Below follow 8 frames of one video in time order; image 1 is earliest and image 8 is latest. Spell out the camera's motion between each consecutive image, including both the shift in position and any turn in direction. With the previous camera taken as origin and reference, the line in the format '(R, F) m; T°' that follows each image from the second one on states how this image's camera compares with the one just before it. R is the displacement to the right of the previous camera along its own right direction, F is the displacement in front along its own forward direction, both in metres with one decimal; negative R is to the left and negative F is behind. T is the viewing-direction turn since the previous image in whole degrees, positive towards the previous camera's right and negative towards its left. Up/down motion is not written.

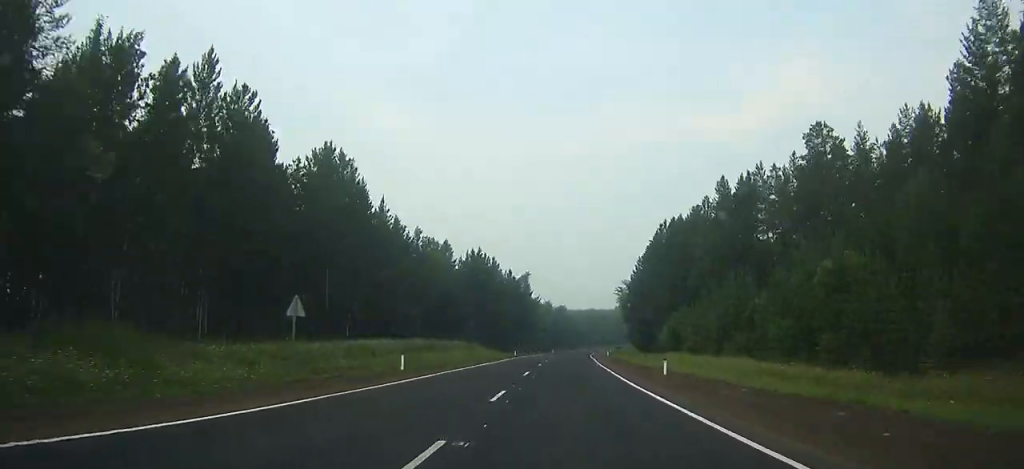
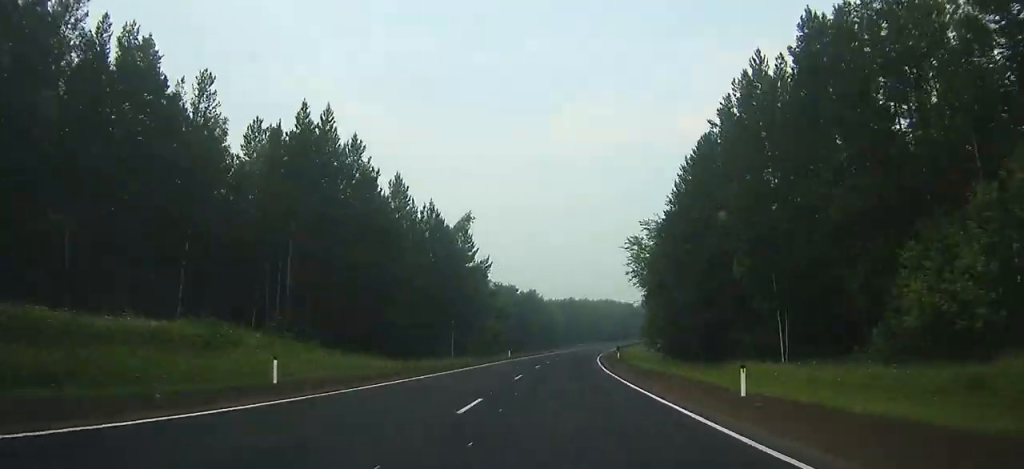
(+1.2, +64.1) m; +3°
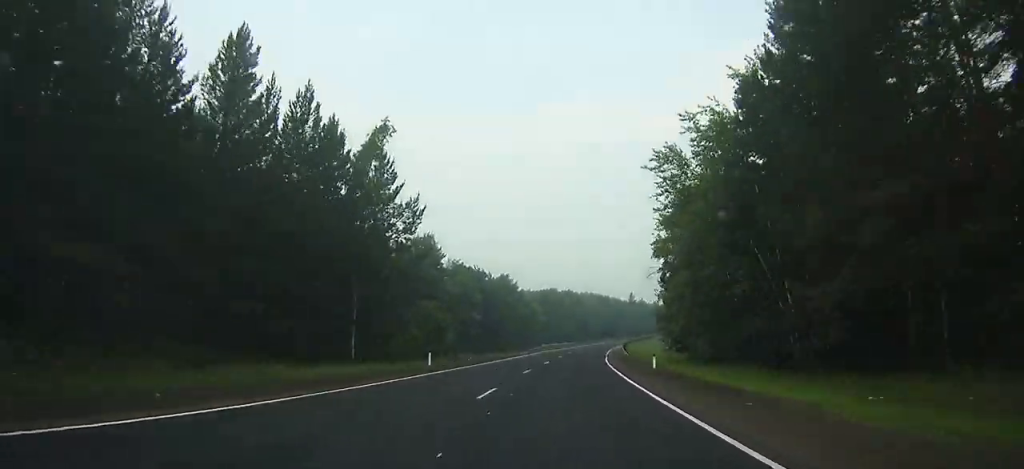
(-0.5, +33.2) m; +2°
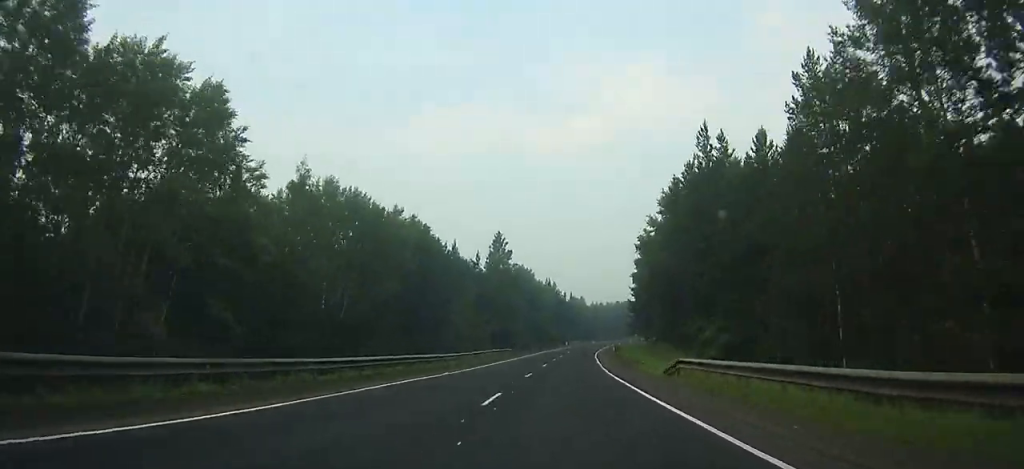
(+23.6, +194.4) m; +12°
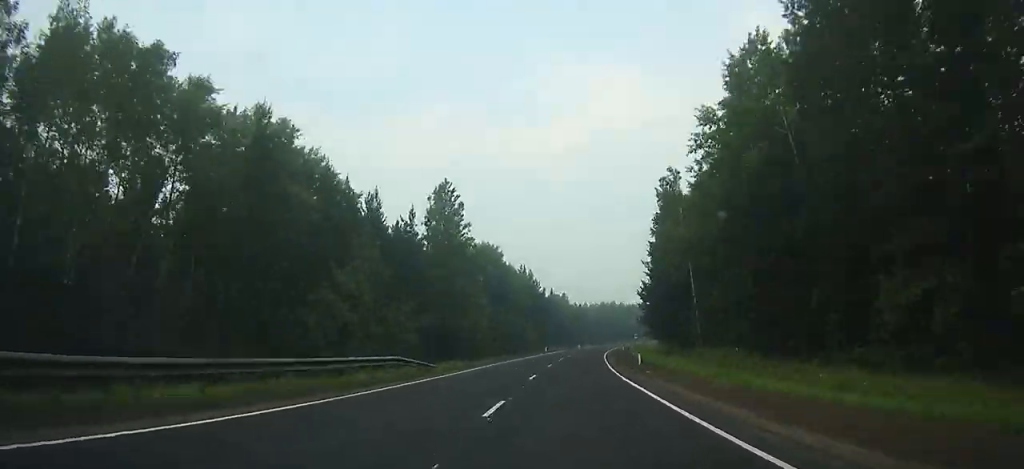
(+0.2, +37.4) m; +2°
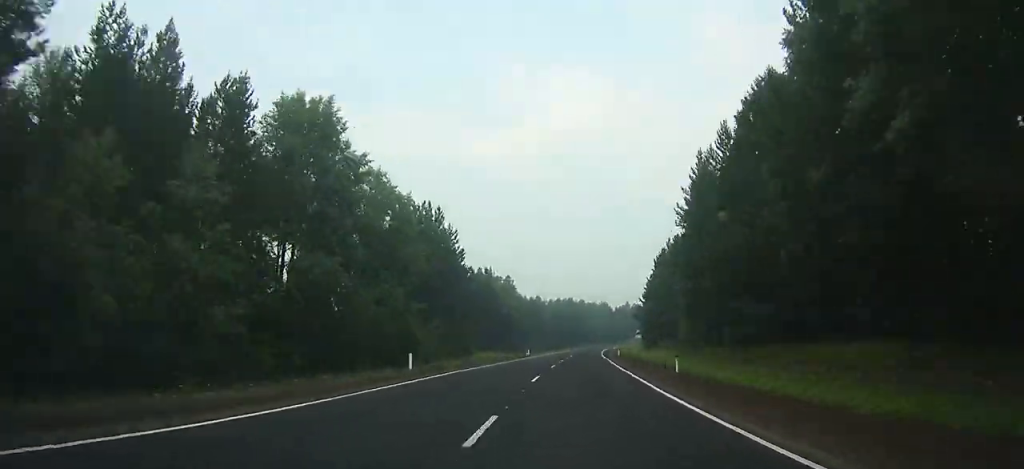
(+2.4, +62.7) m; +4°
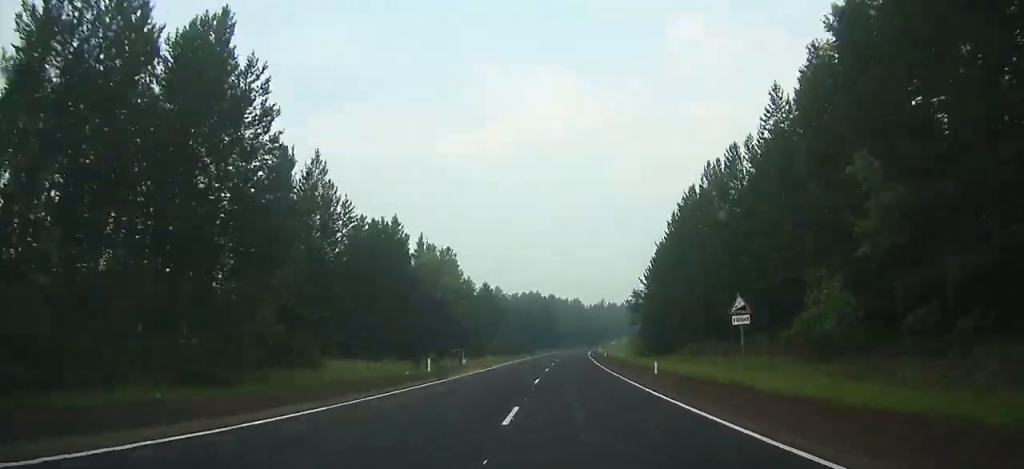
(+0.5, +45.5) m; +3°
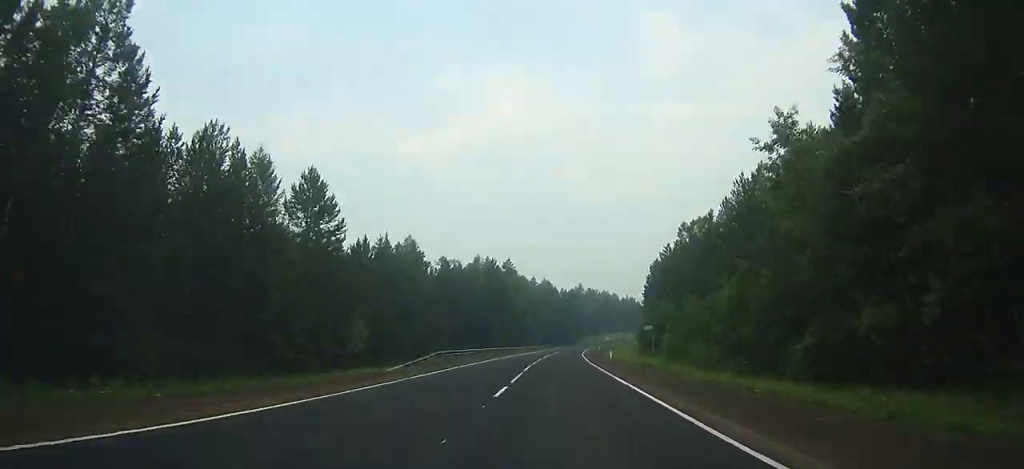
(+2.6, +75.2) m; +4°
